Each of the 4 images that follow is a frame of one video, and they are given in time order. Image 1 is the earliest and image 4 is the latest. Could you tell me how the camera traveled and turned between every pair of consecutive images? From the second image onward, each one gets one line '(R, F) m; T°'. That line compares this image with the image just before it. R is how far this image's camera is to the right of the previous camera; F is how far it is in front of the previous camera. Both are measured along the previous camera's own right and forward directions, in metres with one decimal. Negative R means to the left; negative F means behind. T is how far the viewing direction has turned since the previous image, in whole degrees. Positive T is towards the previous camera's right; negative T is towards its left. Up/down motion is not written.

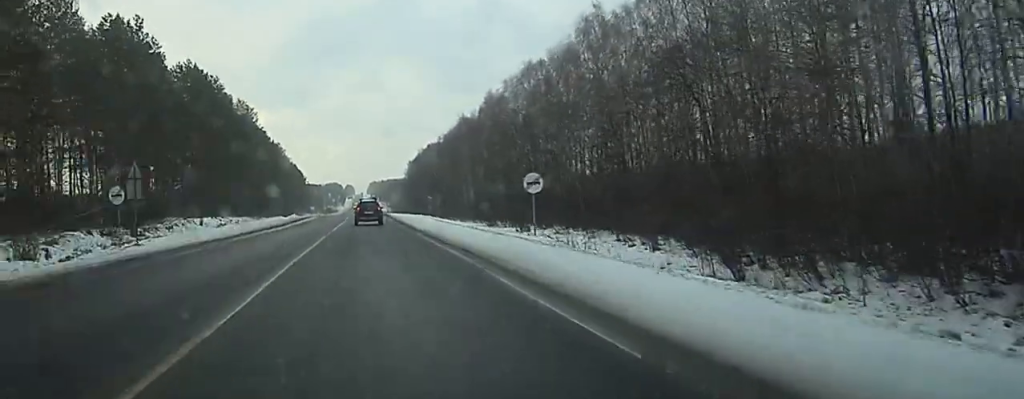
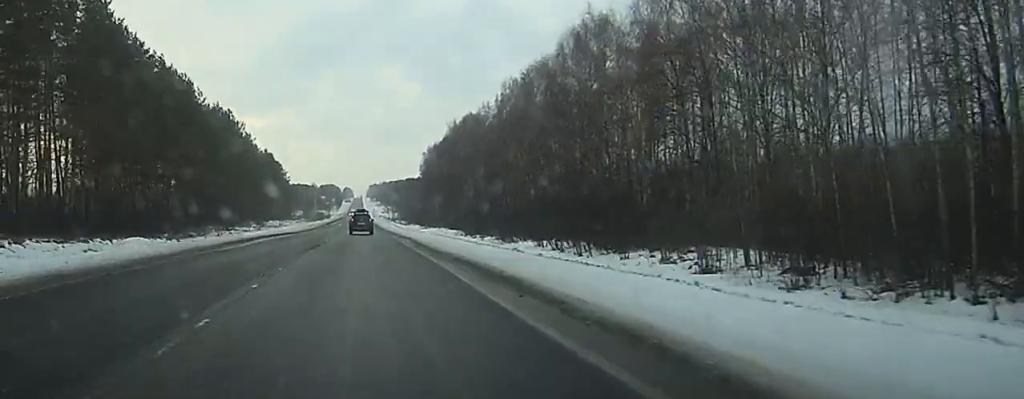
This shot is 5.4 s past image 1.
(-0.3, +113.7) m; +1°
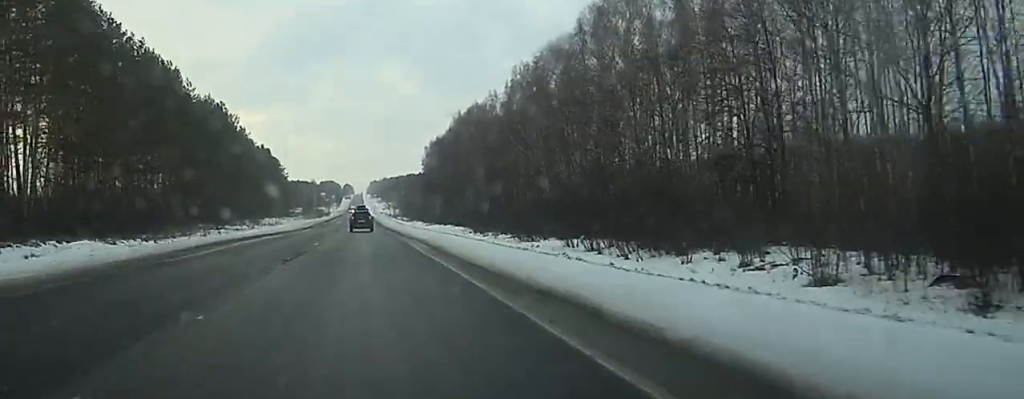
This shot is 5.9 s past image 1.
(-0.2, +9.1) m; -1°
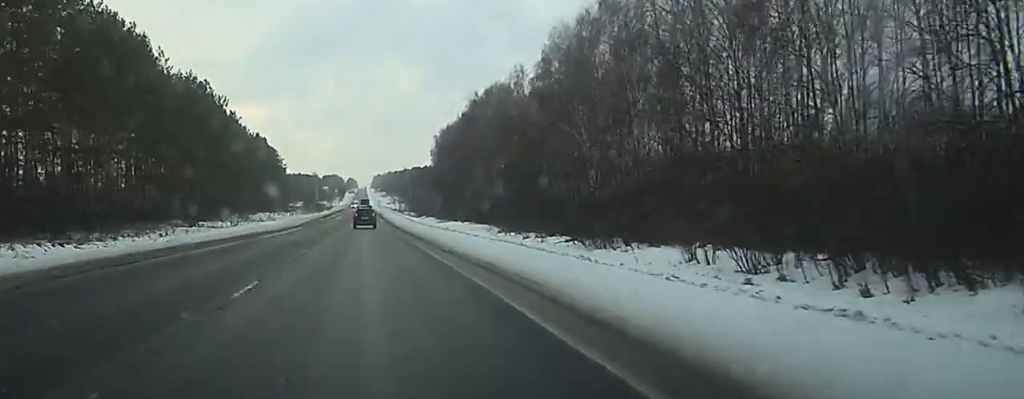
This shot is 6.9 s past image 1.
(0.0, +21.3) m; 0°
